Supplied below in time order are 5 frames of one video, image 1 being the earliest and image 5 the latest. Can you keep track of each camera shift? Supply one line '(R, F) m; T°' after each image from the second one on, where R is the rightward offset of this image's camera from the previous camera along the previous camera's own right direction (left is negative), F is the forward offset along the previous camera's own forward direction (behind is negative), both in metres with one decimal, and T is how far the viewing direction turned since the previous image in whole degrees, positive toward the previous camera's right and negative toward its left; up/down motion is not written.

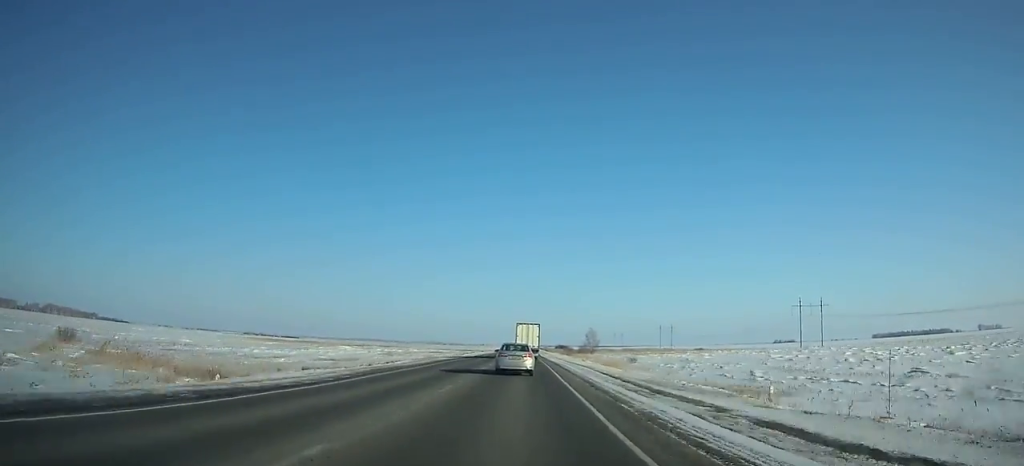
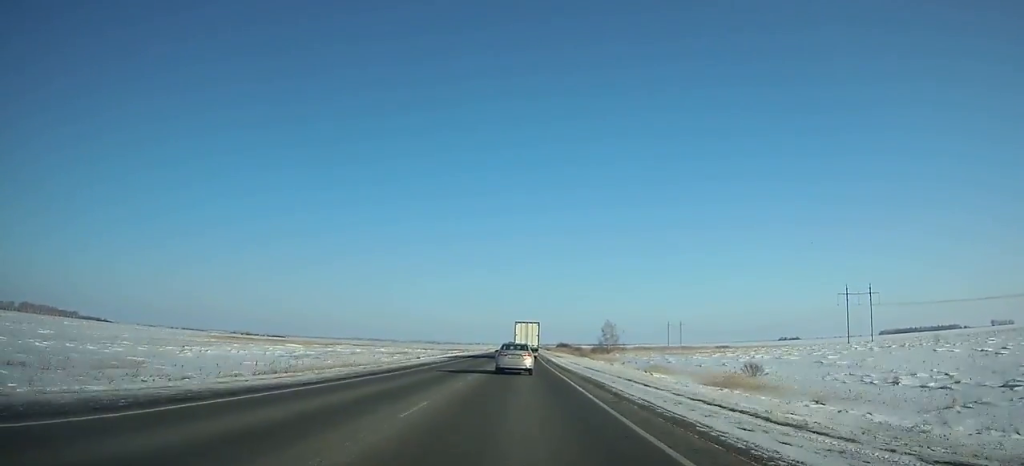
(+0.1, +52.3) m; 0°
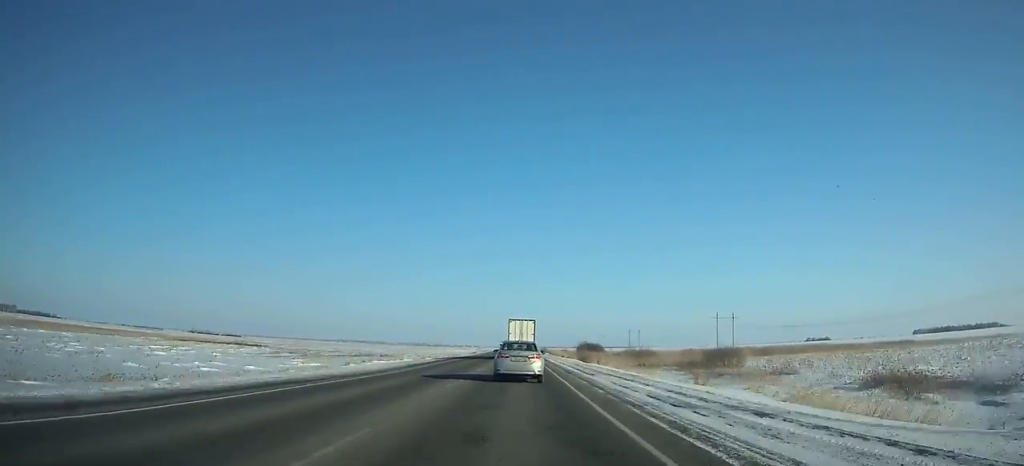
(+0.4, +169.3) m; 0°
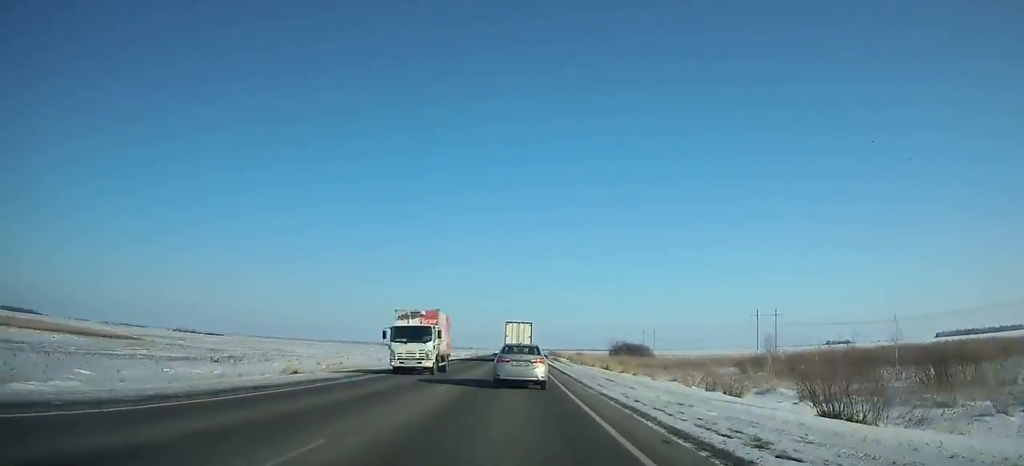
(-0.1, +73.8) m; 0°
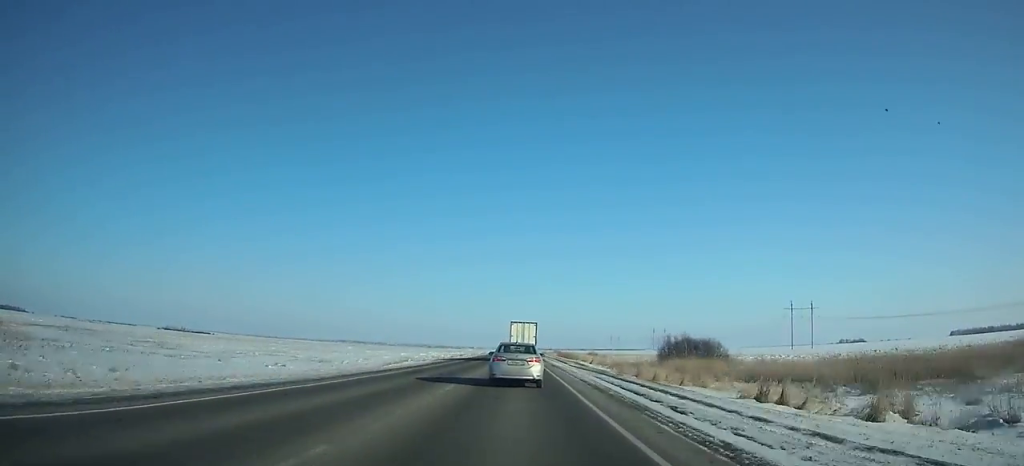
(-0.1, +48.1) m; 0°
